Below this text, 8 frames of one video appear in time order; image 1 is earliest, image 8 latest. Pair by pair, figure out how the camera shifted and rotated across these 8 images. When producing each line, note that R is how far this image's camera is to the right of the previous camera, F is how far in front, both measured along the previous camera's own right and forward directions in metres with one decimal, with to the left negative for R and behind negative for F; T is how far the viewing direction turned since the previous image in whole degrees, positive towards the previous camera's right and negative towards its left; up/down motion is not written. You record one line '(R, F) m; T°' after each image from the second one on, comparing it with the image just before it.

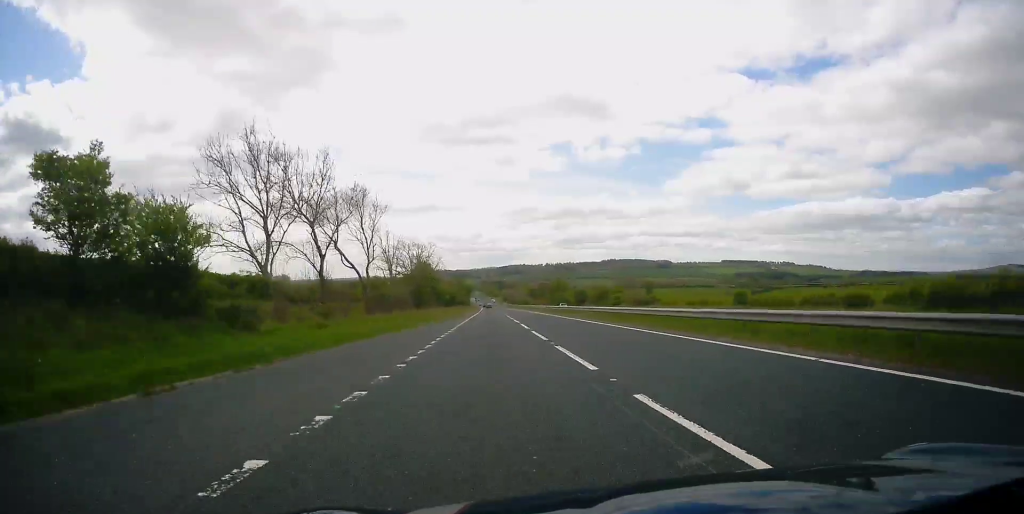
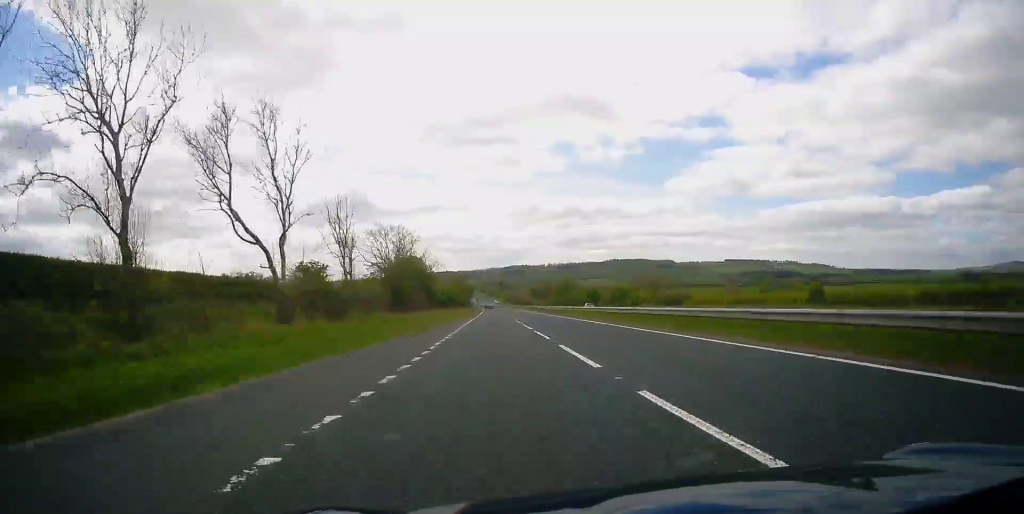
(0.0, +17.8) m; 0°
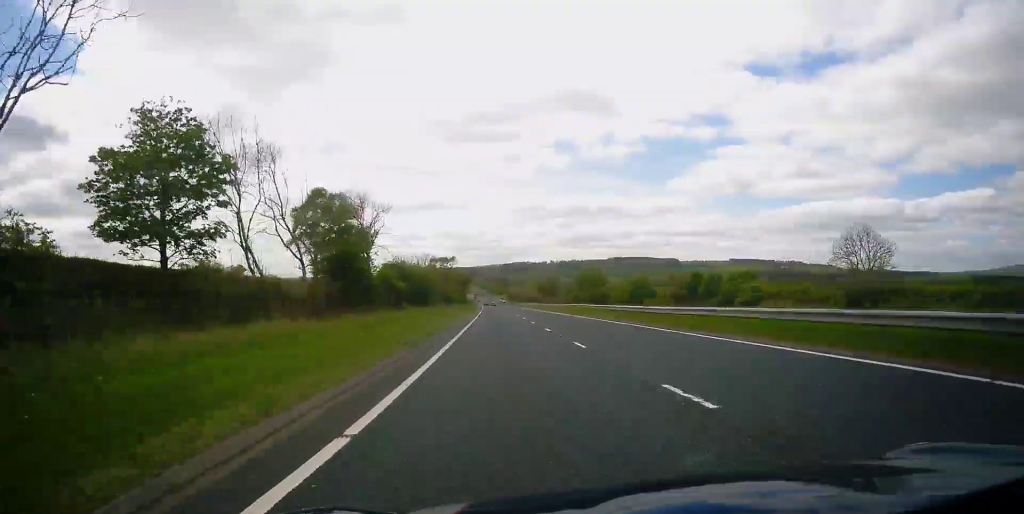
(-0.6, +51.1) m; -1°
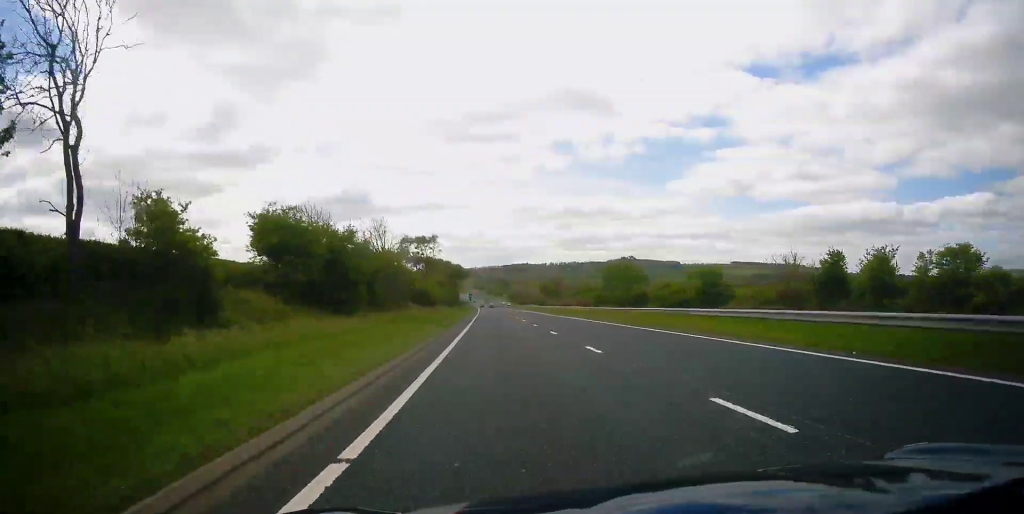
(0.0, +37.3) m; 0°
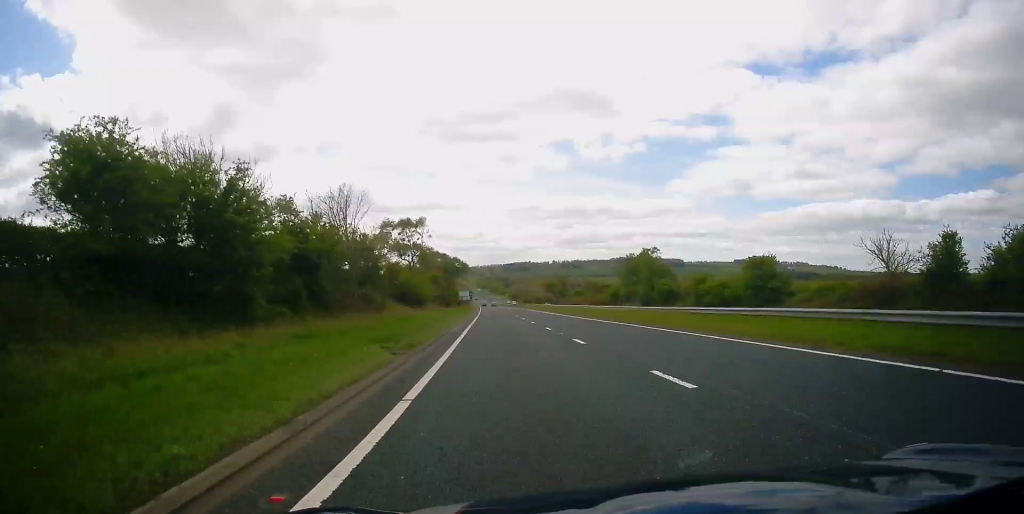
(0.0, +16.0) m; 0°
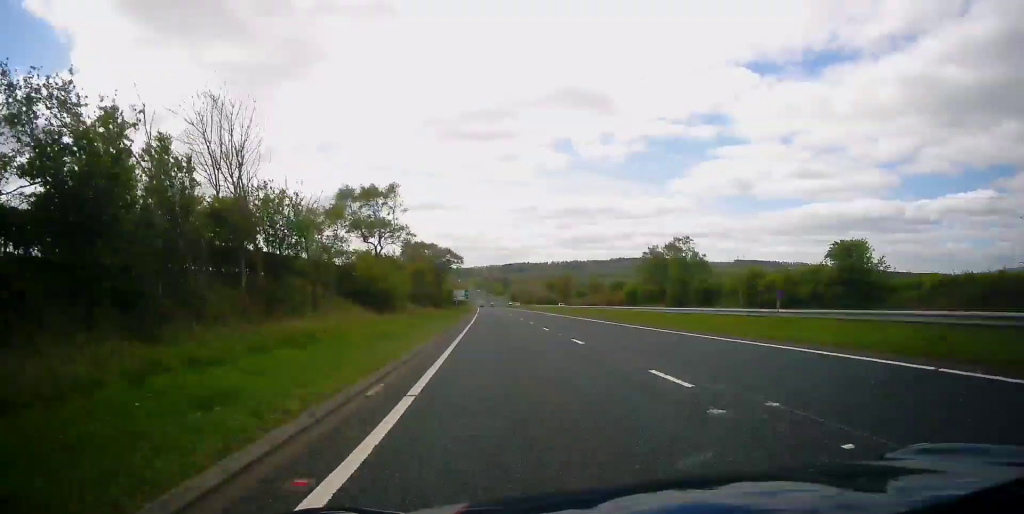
(0.0, +17.1) m; 0°
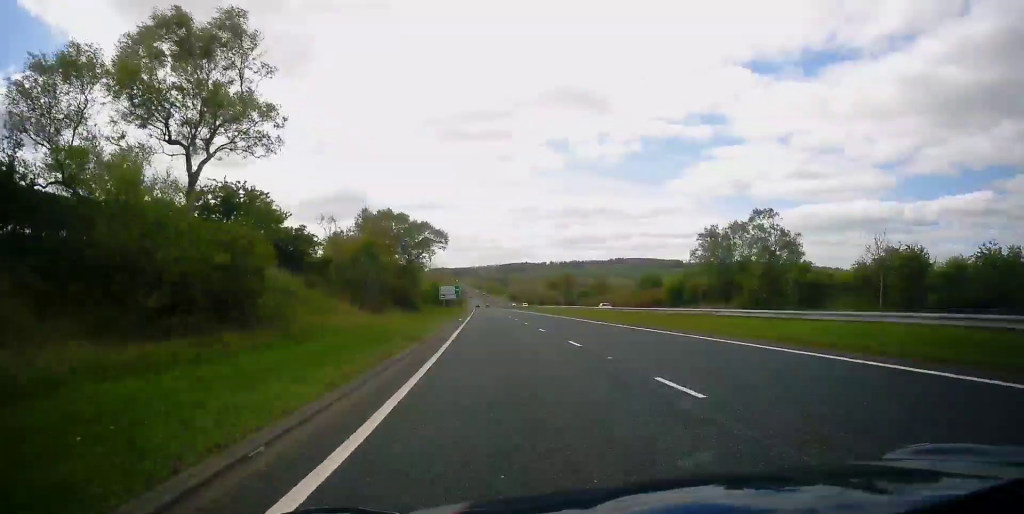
(0.0, +28.0) m; 0°
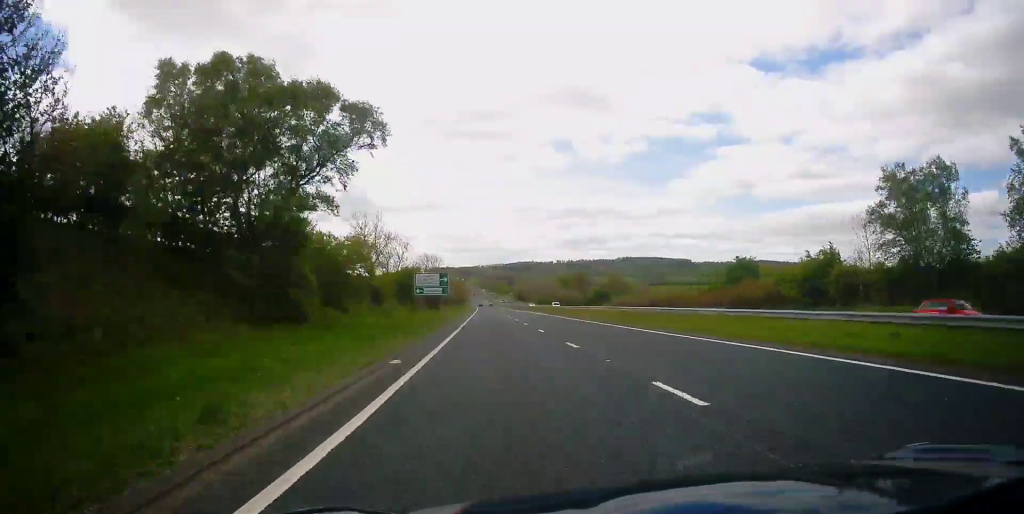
(0.0, +36.5) m; 0°
